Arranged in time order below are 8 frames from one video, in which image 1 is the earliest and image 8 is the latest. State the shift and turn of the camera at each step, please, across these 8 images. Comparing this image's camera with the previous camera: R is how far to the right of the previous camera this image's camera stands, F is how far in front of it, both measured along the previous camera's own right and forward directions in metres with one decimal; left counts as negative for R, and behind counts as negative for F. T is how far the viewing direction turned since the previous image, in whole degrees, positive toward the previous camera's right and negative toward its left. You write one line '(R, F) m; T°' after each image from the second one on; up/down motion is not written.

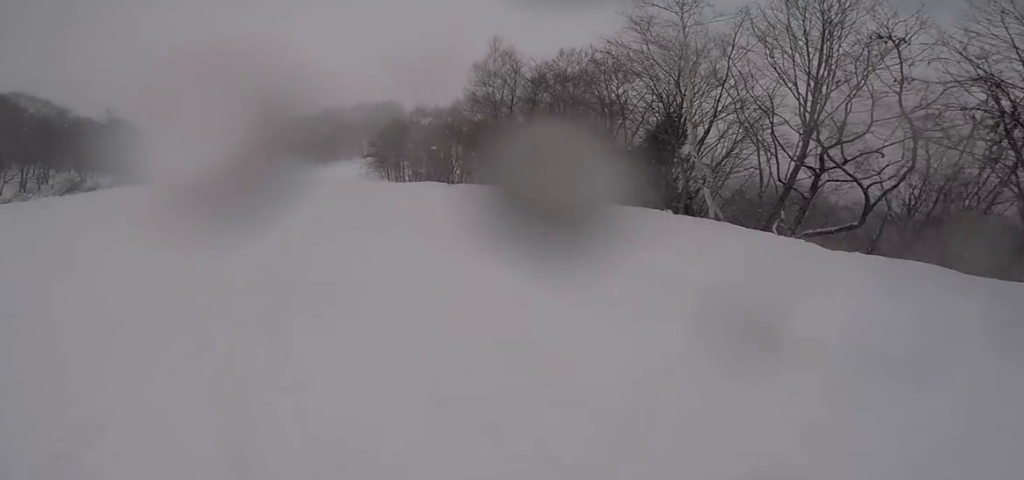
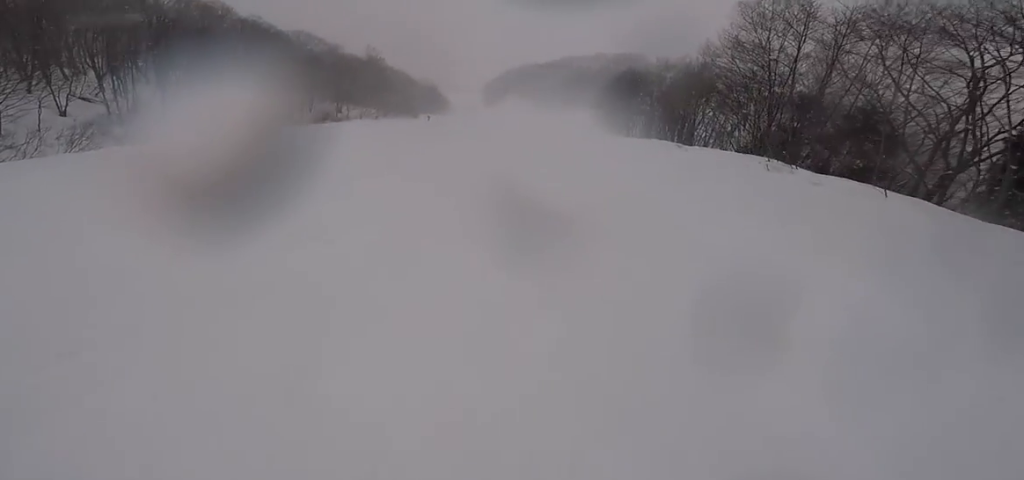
(-0.9, +5.1) m; -25°
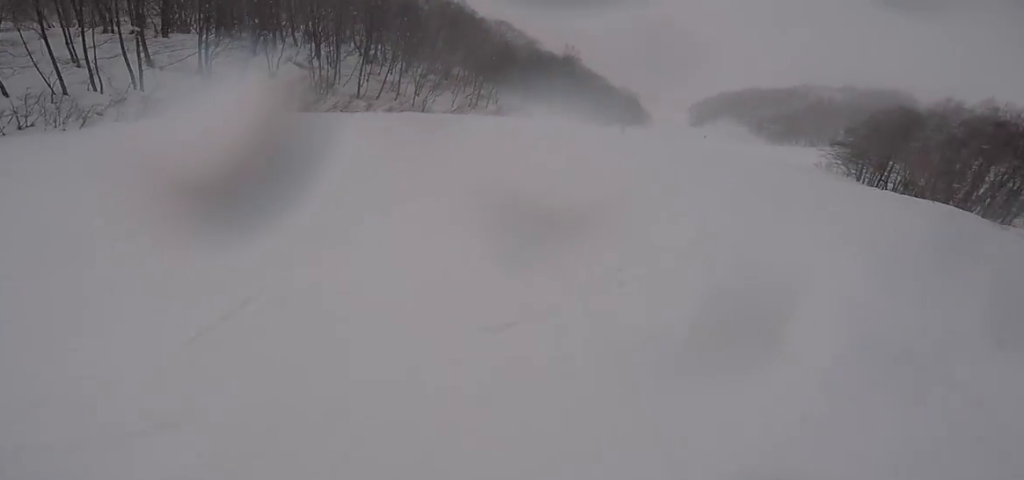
(-1.1, +4.2) m; -26°
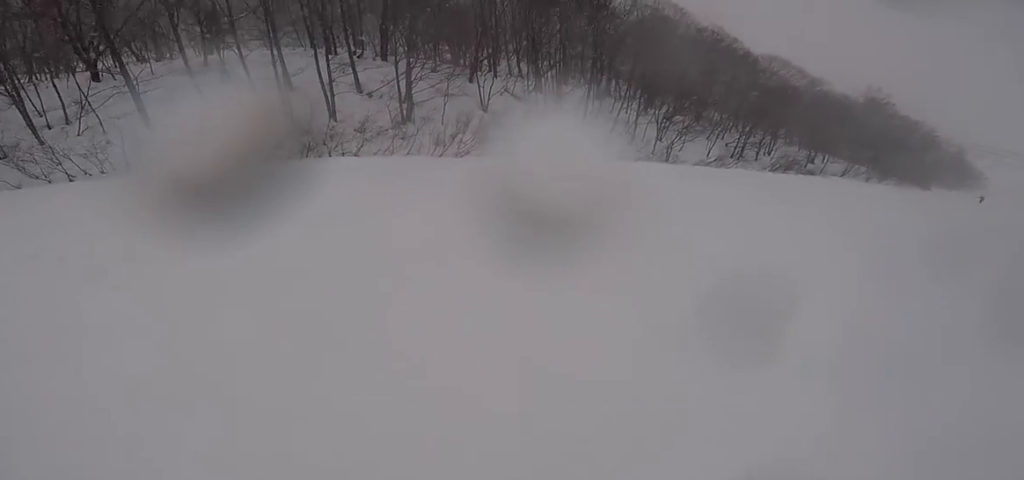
(-3.3, +9.1) m; -24°
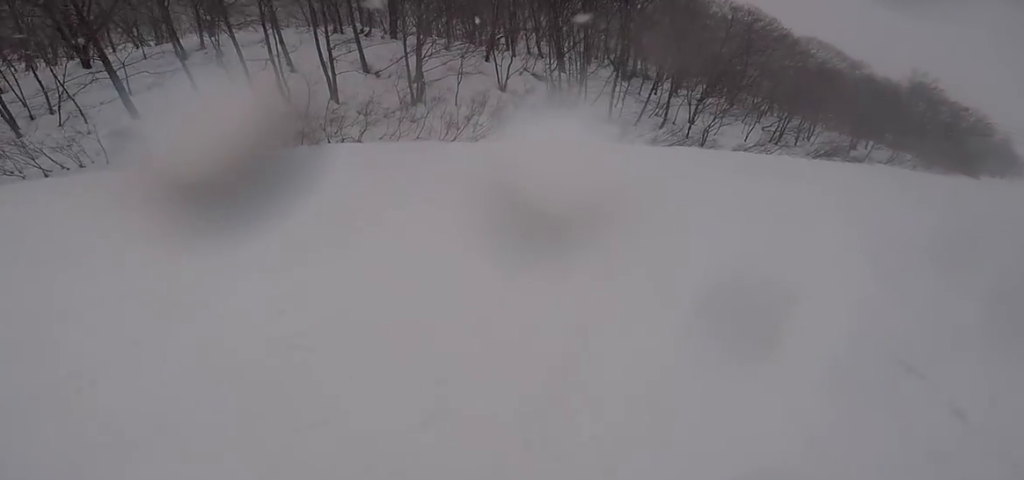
(-0.1, +2.6) m; +2°
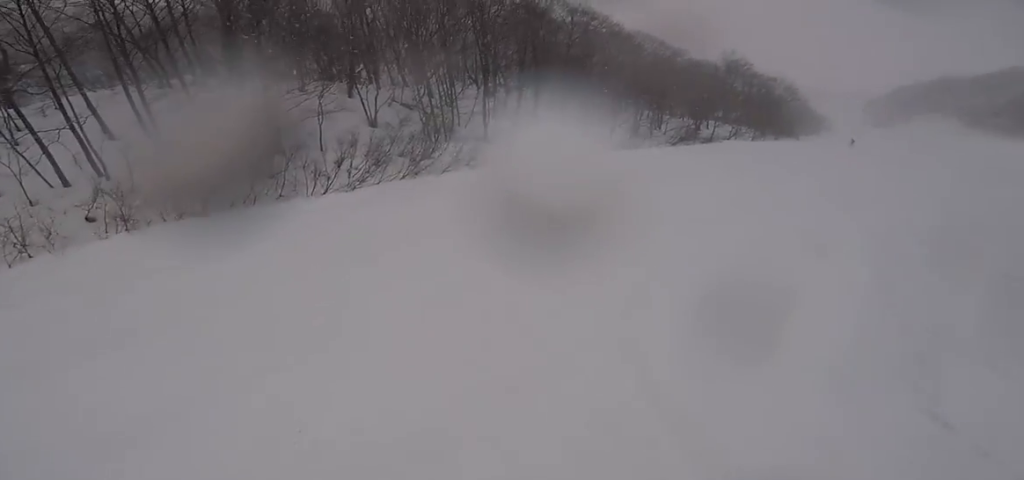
(+0.1, +3.0) m; +9°
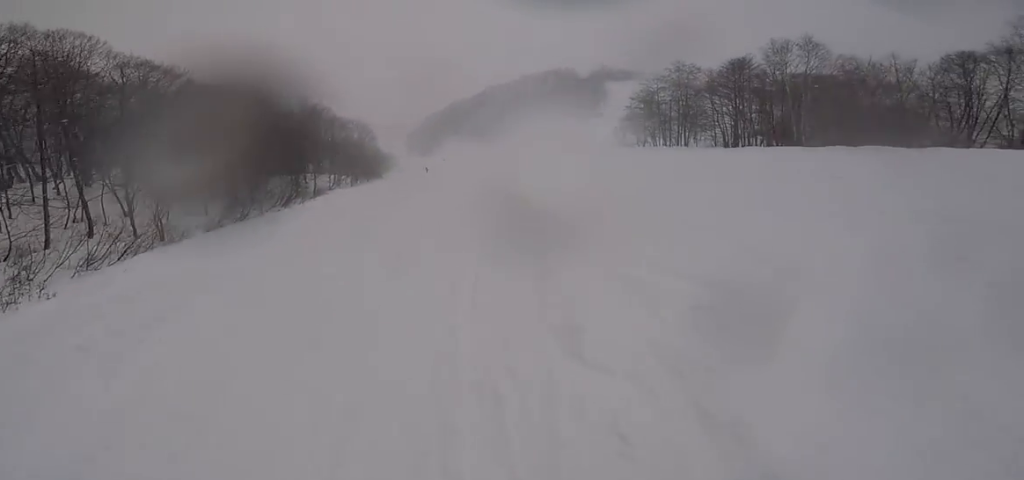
(+3.4, +8.3) m; +56°
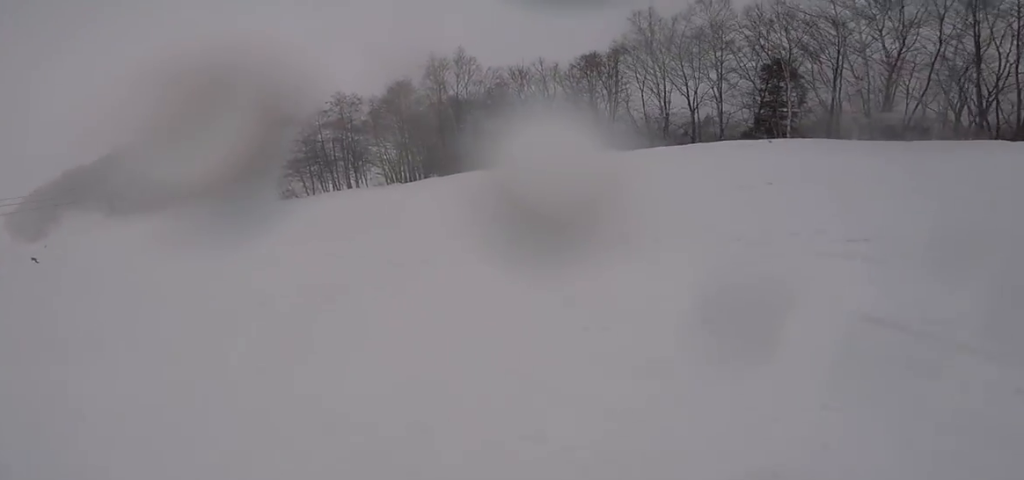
(+4.2, +8.7) m; +31°
